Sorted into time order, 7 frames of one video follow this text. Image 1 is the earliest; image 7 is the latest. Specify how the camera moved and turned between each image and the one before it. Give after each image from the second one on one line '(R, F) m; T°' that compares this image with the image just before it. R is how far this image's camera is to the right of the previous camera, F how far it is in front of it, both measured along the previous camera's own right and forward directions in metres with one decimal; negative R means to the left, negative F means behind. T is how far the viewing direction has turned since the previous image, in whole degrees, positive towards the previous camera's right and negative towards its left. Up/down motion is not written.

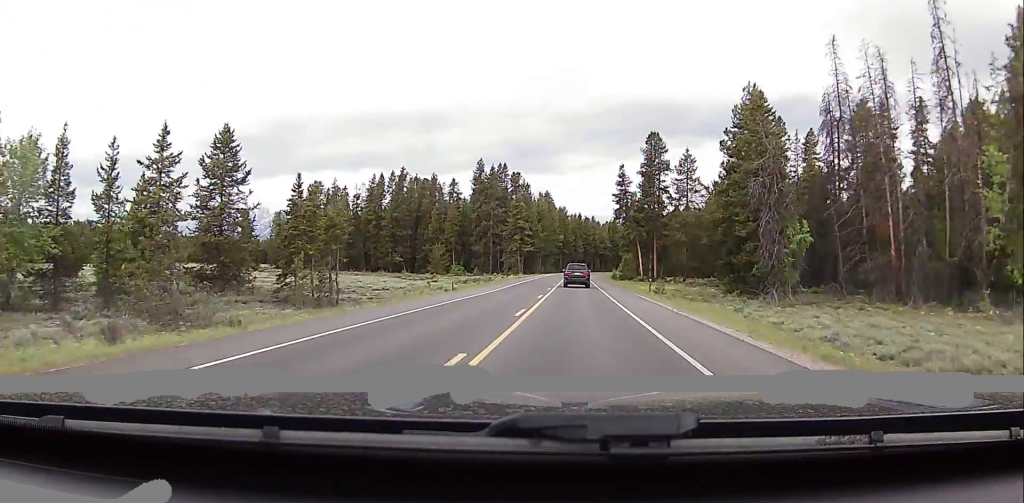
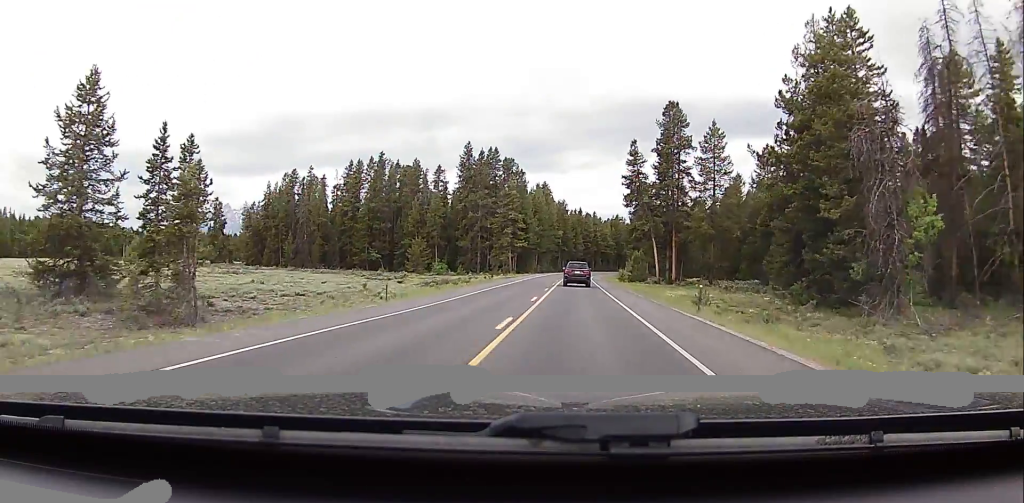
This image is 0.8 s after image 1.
(+0.2, +16.8) m; +1°
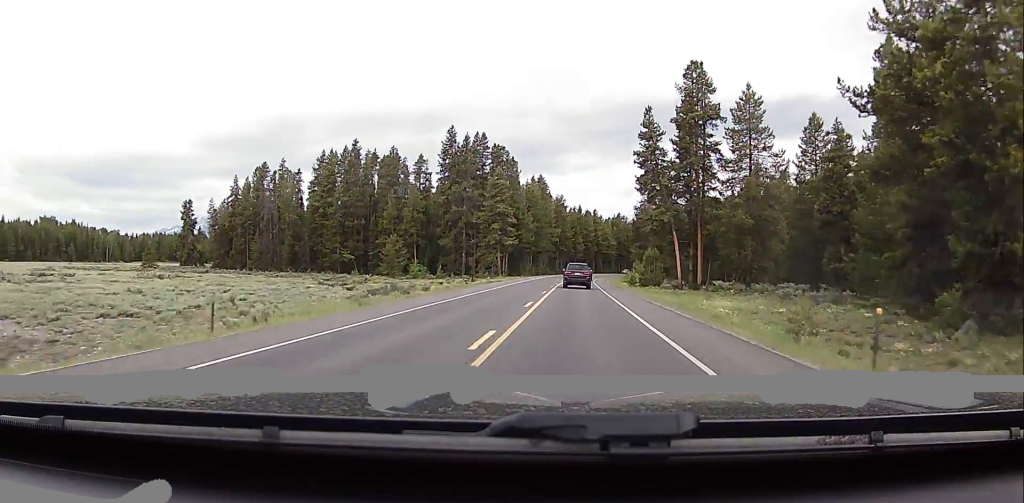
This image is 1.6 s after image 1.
(+0.3, +15.5) m; 0°
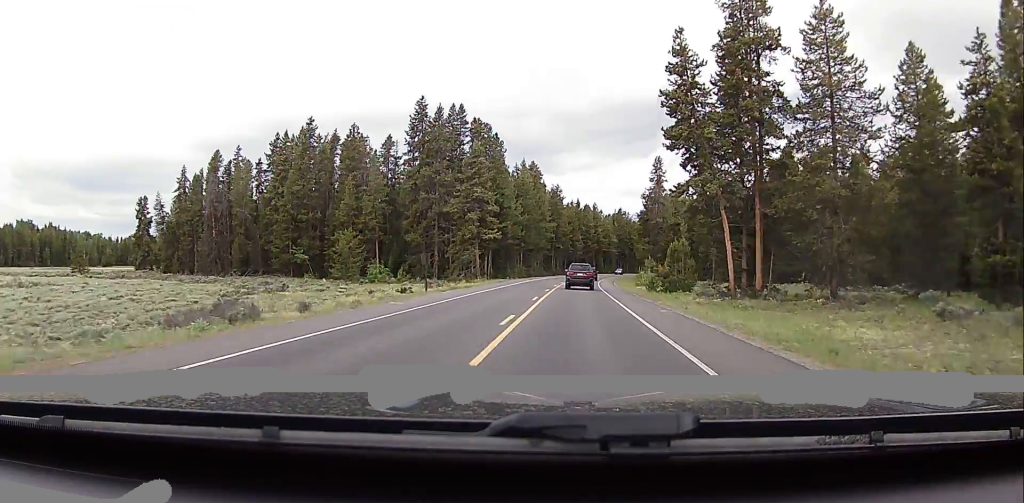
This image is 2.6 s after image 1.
(-0.5, +19.6) m; -1°
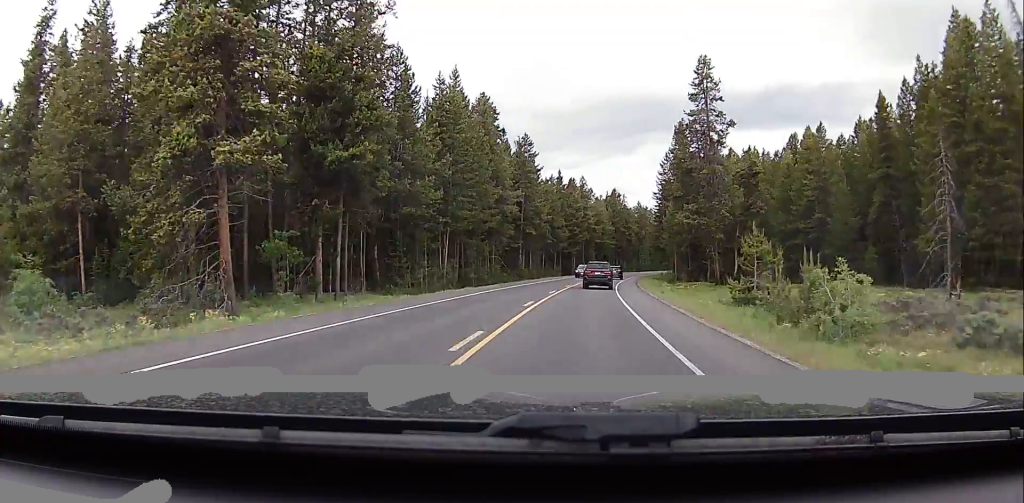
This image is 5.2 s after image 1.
(+1.2, +53.7) m; +2°
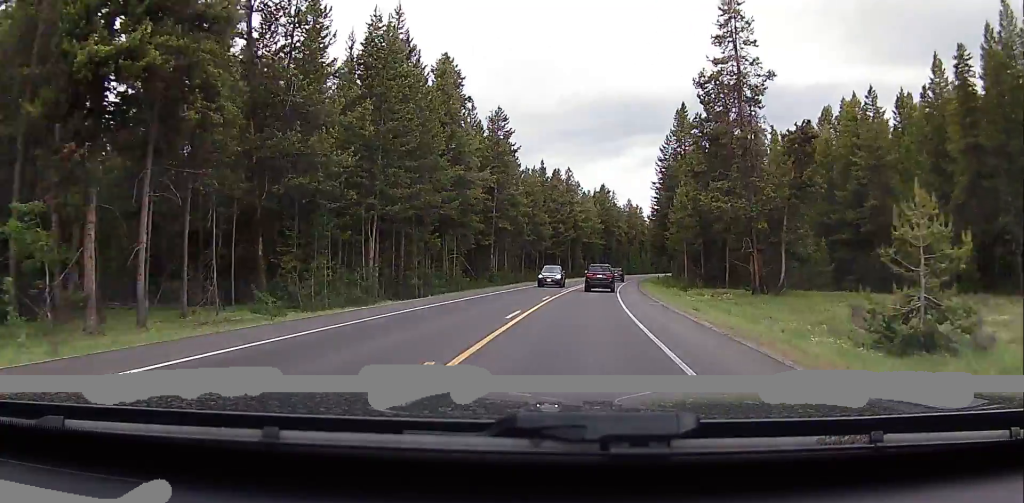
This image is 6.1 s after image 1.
(+0.1, +16.6) m; +1°
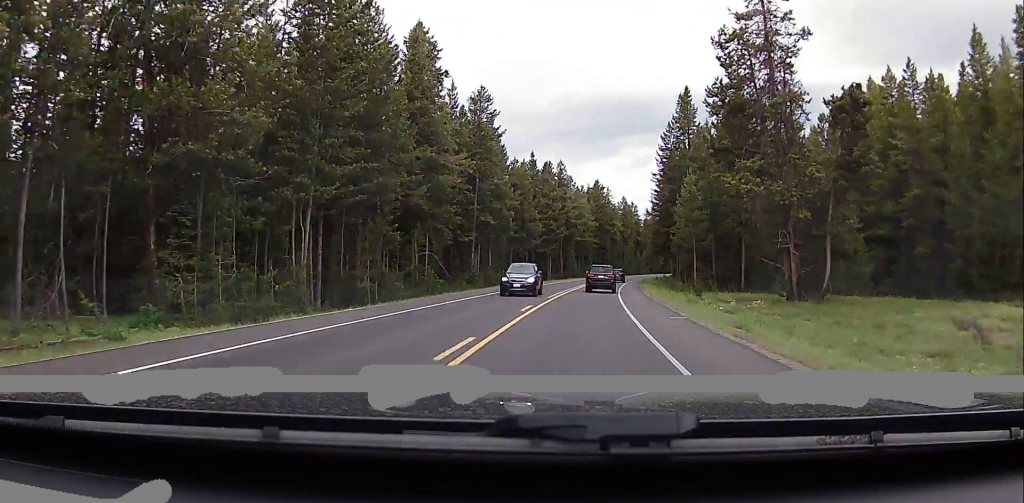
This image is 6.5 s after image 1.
(-0.1, +8.6) m; +1°
